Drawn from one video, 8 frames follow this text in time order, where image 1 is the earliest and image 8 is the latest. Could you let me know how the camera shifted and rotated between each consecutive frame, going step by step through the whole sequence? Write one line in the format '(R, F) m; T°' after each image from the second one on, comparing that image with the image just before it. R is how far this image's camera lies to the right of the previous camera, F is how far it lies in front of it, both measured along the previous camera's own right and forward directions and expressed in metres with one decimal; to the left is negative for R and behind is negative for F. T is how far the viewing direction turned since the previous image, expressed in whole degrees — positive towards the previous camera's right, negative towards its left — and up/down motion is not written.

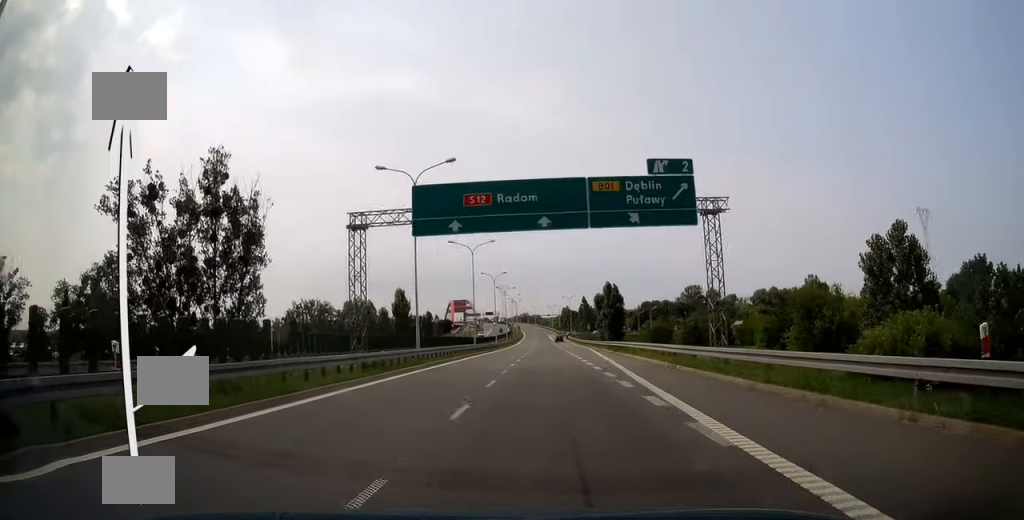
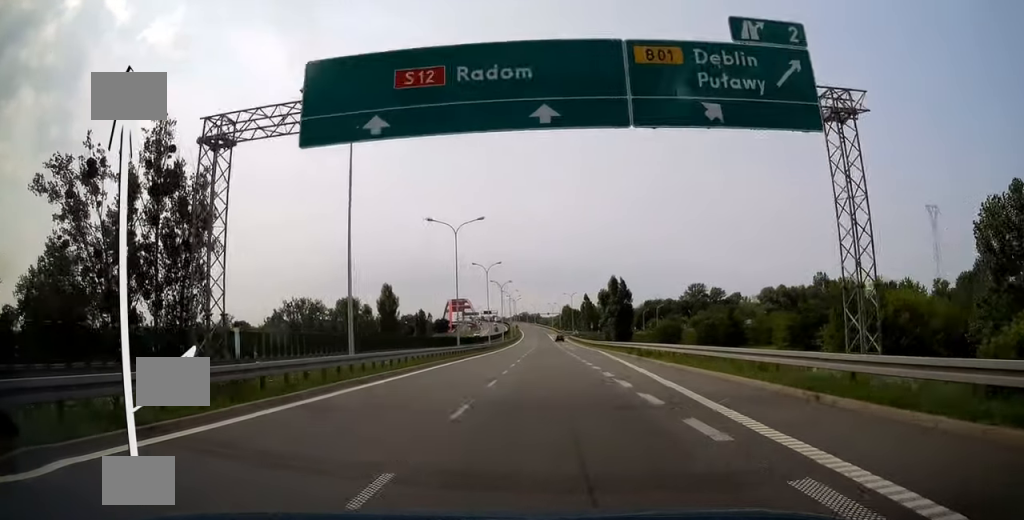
(0.0, +11.9) m; 0°
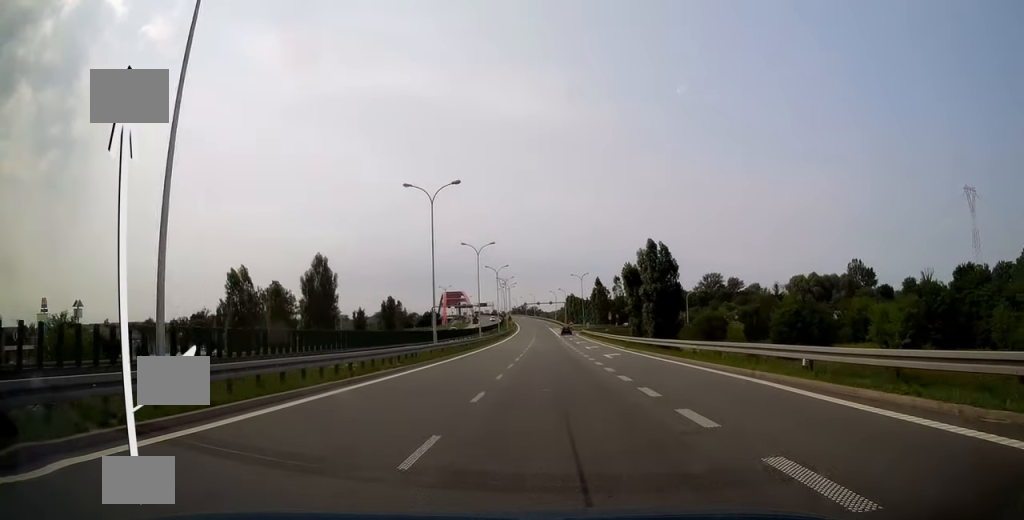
(+0.5, +40.2) m; +1°
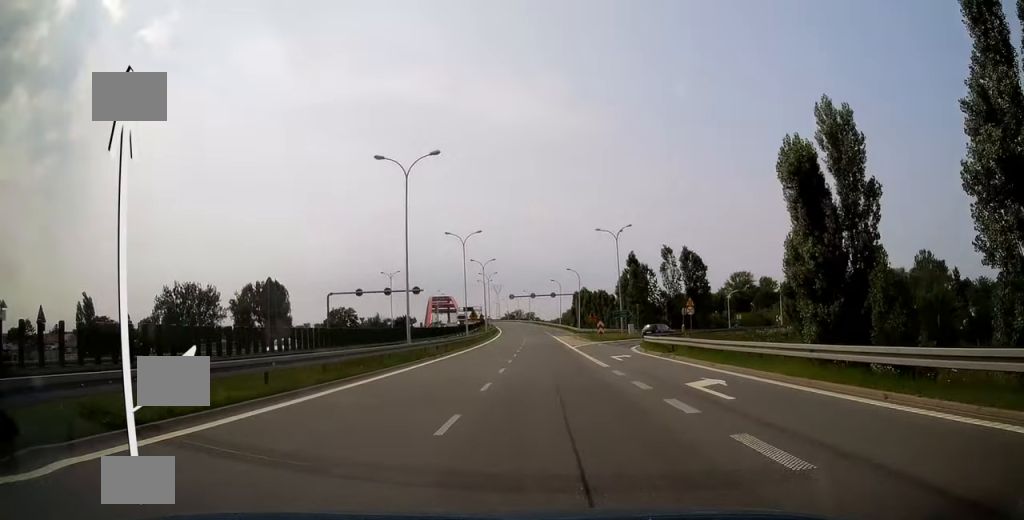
(-0.9, +64.3) m; -1°
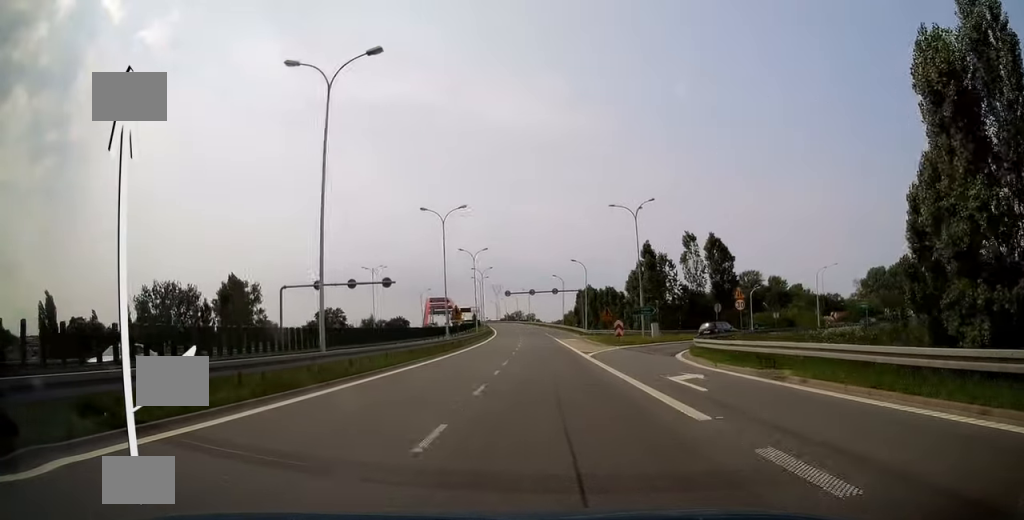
(+0.2, +13.2) m; 0°
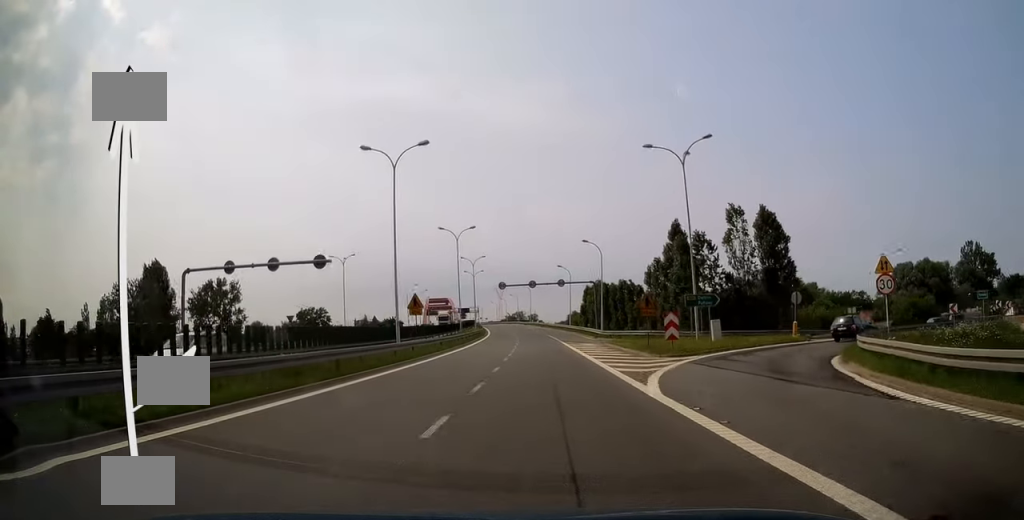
(+0.2, +17.5) m; 0°
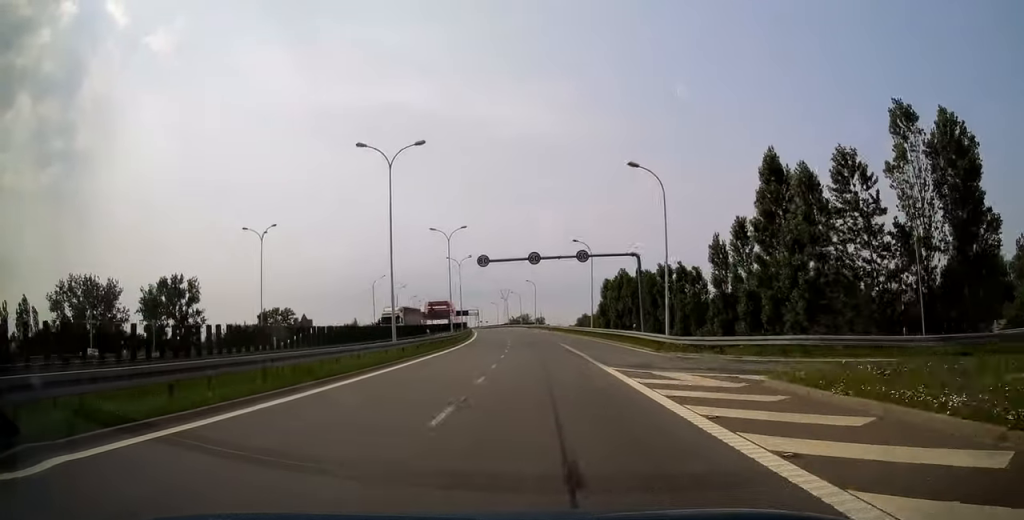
(-0.3, +29.6) m; -1°
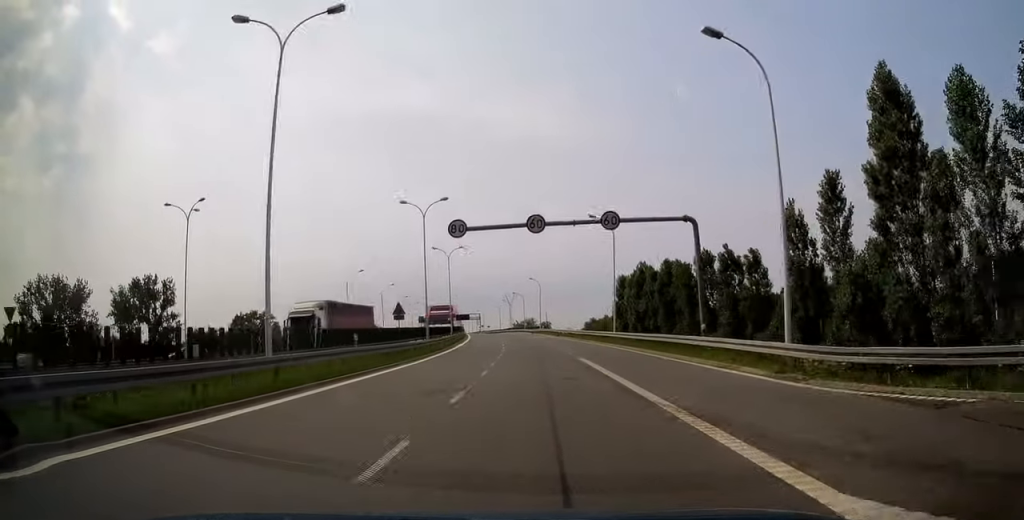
(+0.1, +15.4) m; 0°
